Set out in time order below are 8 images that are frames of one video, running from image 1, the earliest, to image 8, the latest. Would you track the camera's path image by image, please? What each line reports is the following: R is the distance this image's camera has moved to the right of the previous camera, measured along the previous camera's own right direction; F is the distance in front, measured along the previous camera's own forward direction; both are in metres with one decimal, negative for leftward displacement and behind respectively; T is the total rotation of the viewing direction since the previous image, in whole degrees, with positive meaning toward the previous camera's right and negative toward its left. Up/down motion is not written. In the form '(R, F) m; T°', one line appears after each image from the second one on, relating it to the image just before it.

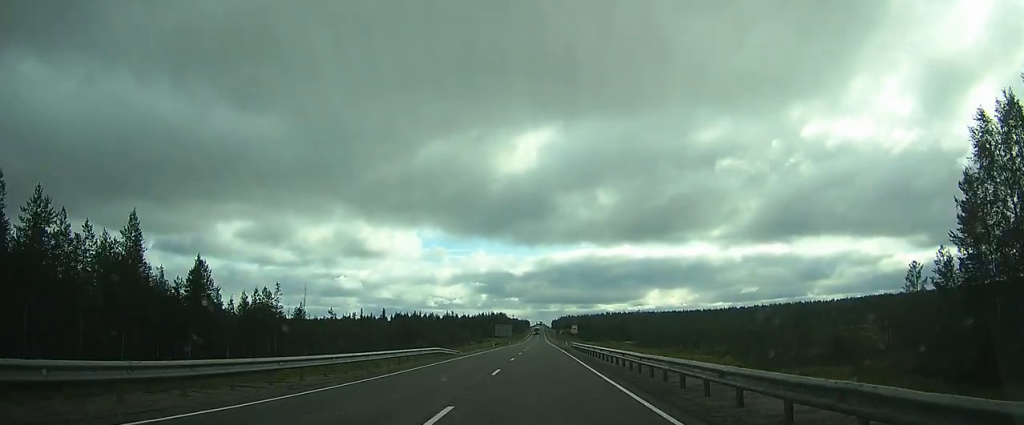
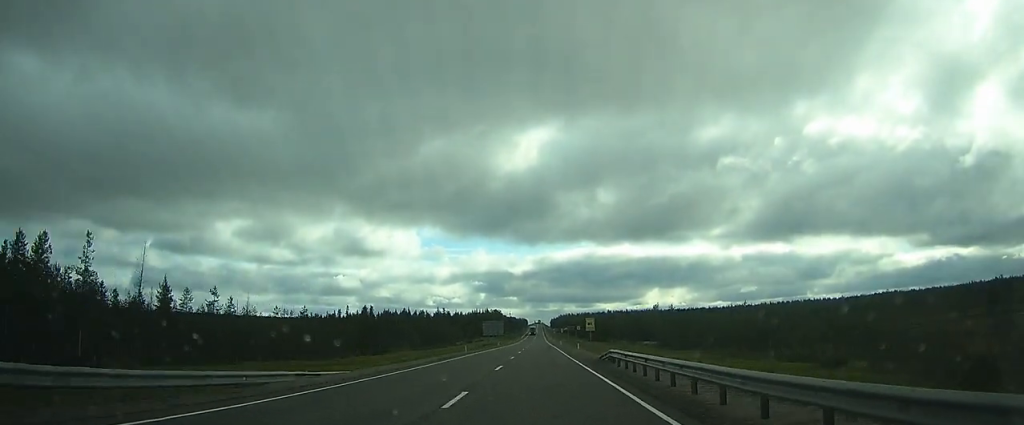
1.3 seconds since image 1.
(0.0, +34.0) m; 0°
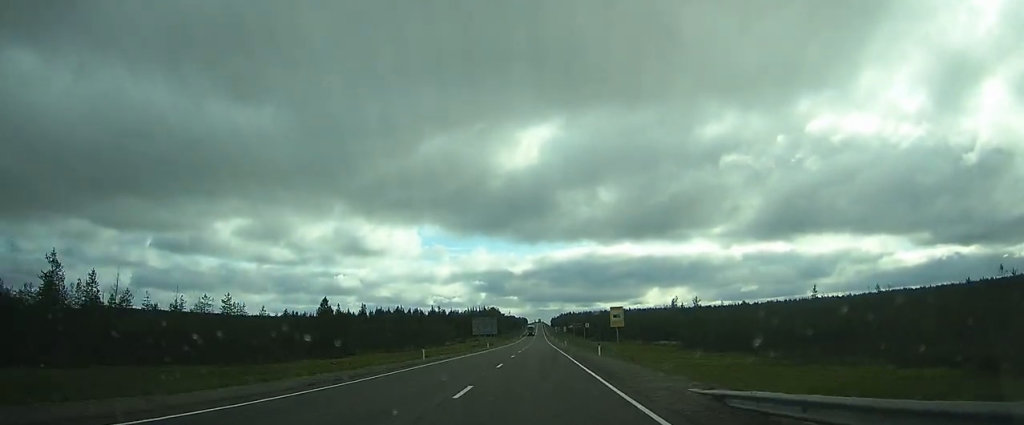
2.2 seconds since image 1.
(0.0, +22.9) m; 0°
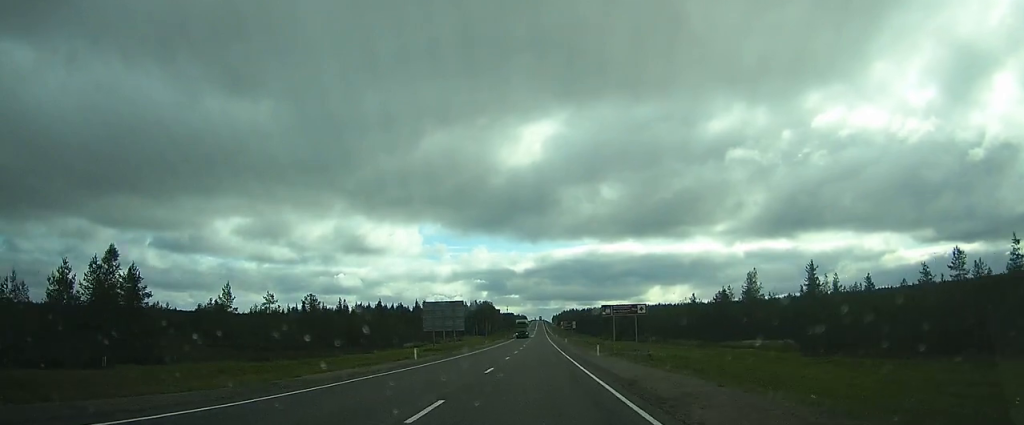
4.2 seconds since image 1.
(-0.4, +53.5) m; -1°
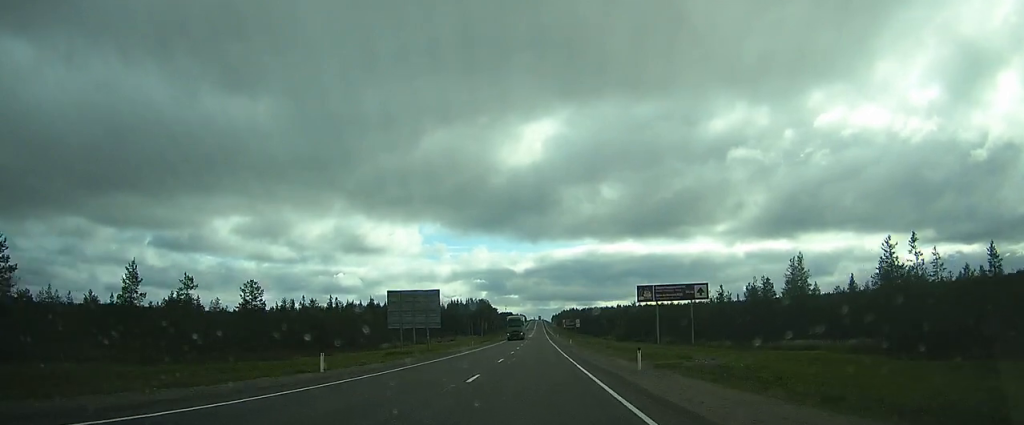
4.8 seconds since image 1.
(0.0, +17.1) m; 0°
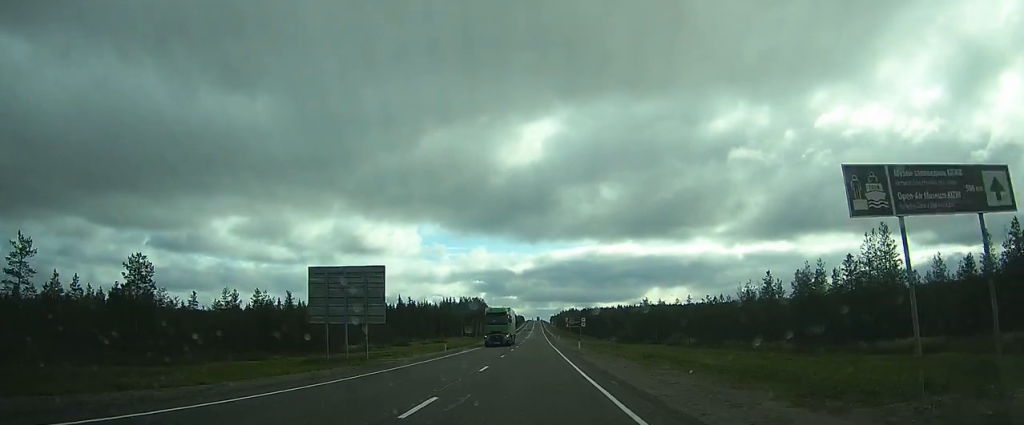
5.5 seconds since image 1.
(0.0, +19.8) m; +1°
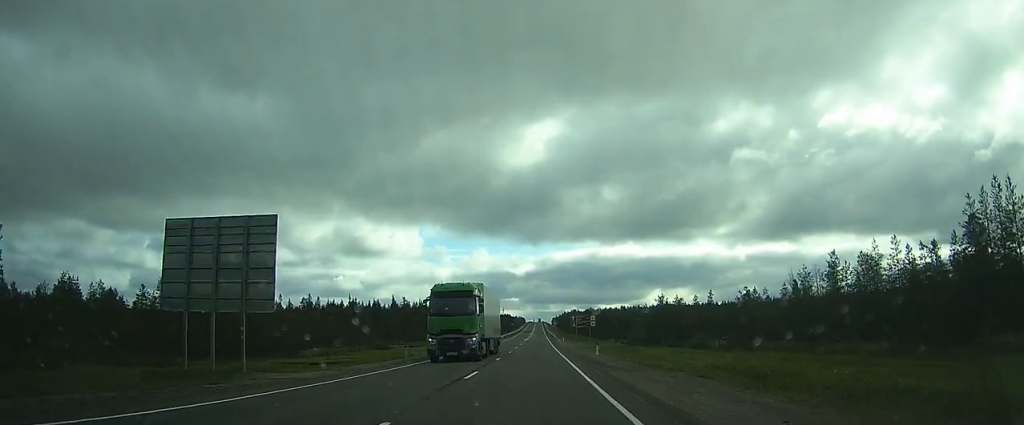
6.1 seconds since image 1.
(+0.2, +16.1) m; +1°
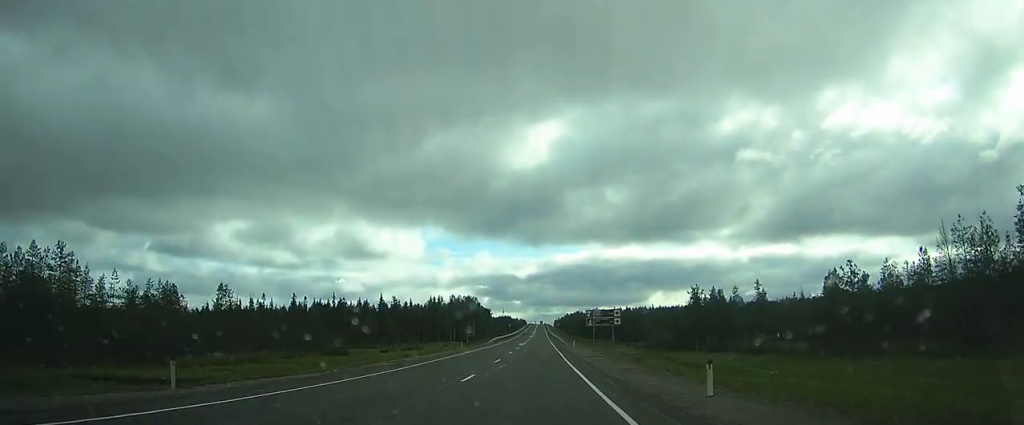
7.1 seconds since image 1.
(+0.1, +25.0) m; 0°
